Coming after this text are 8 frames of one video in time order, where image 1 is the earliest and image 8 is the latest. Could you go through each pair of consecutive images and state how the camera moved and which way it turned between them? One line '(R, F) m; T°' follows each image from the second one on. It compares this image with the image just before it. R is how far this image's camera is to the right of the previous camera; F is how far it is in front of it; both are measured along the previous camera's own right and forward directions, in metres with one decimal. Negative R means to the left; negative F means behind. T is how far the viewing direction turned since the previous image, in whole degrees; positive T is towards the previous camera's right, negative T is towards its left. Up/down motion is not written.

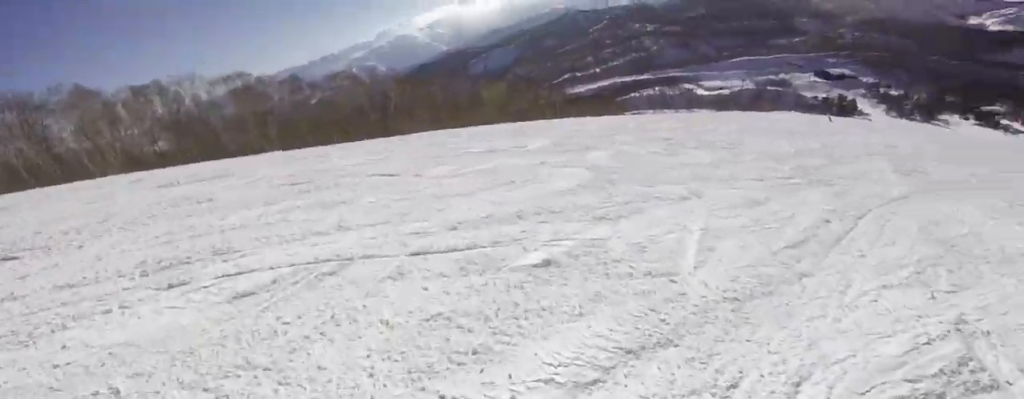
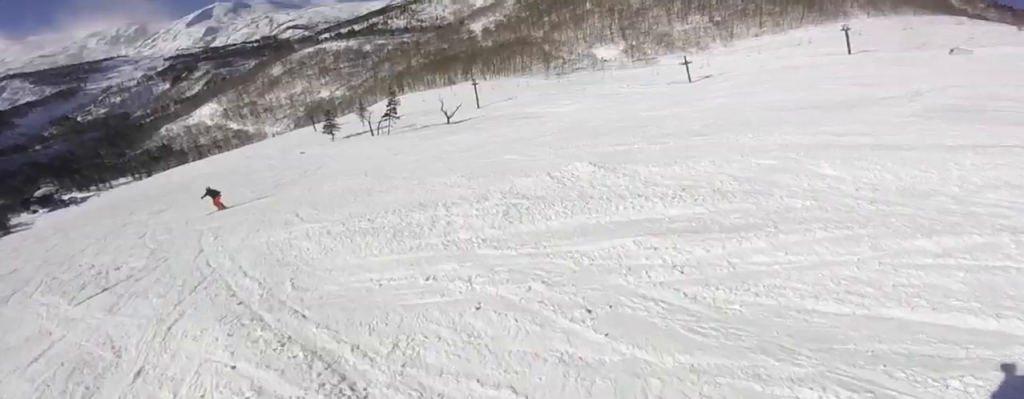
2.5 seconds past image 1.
(+3.4, +6.8) m; +42°
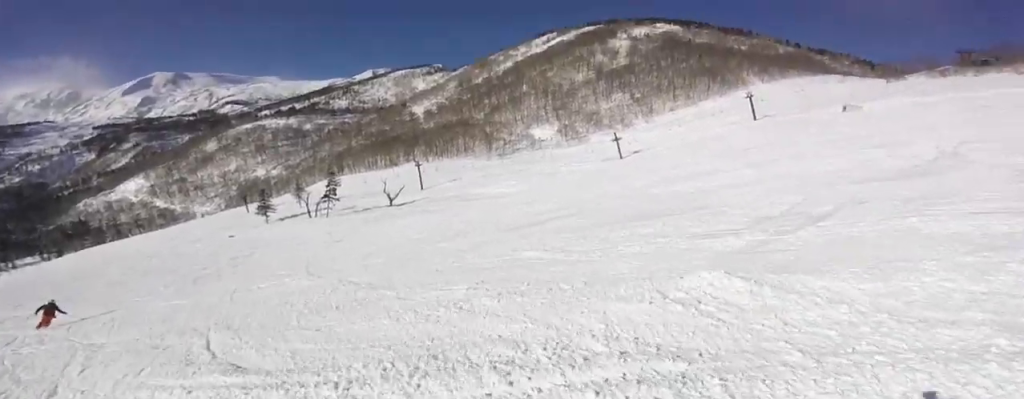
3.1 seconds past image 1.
(0.0, +2.1) m; +1°
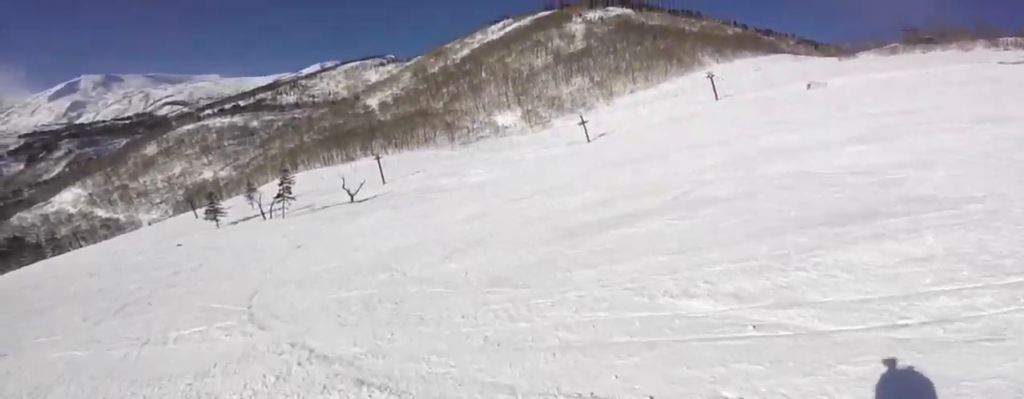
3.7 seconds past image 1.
(0.0, +2.6) m; +1°
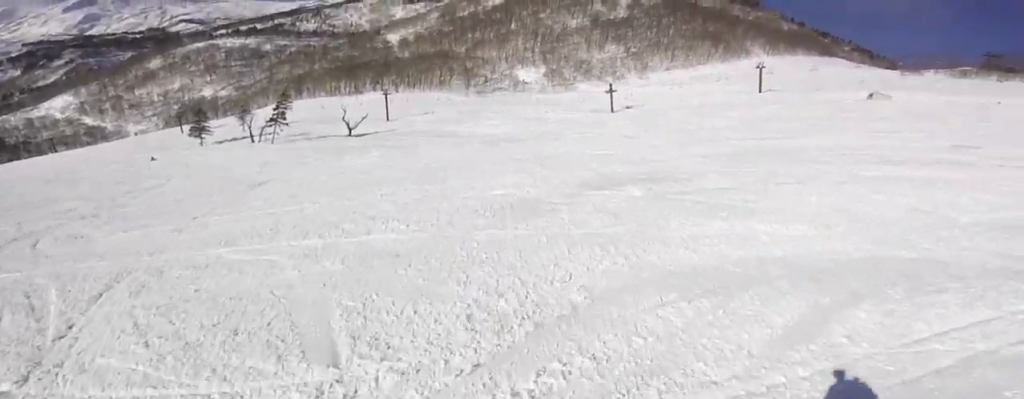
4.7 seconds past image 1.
(0.0, +3.7) m; +7°
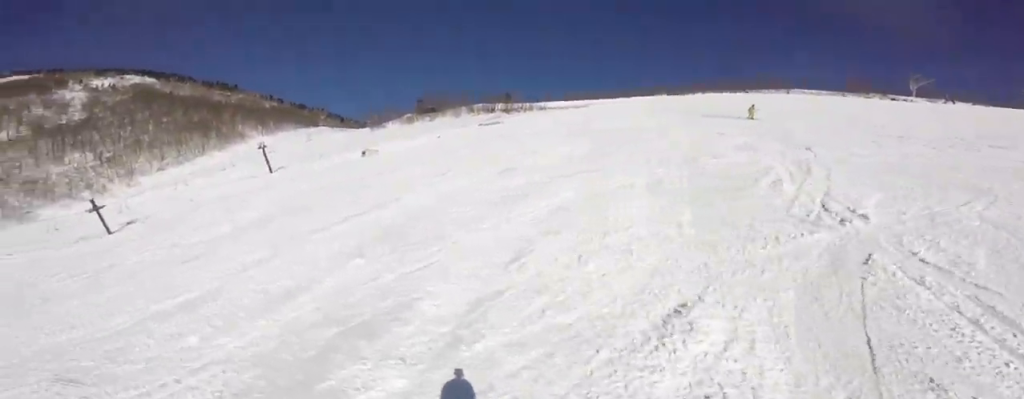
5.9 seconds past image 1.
(+0.8, +3.9) m; +30°
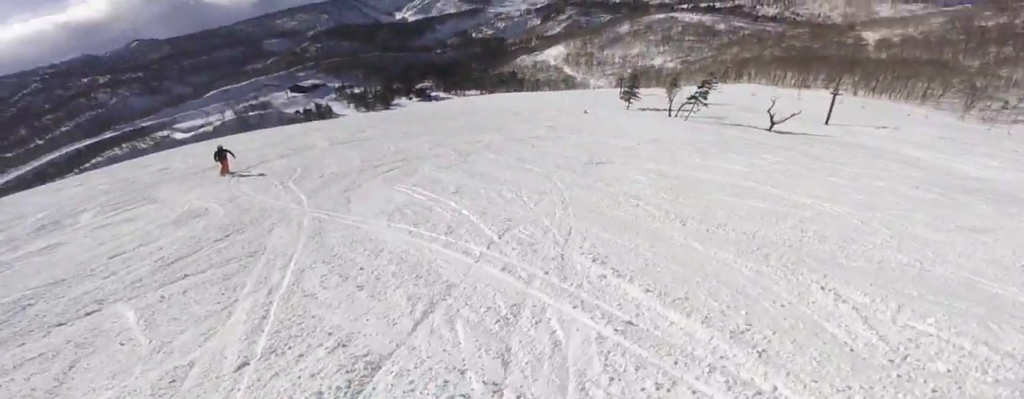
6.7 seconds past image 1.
(+0.8, +3.1) m; +17°
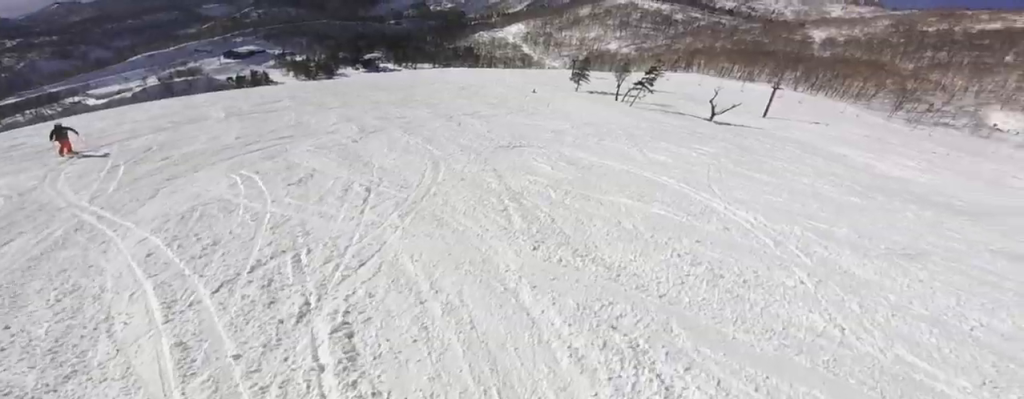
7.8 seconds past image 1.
(+0.4, +5.0) m; +8°
